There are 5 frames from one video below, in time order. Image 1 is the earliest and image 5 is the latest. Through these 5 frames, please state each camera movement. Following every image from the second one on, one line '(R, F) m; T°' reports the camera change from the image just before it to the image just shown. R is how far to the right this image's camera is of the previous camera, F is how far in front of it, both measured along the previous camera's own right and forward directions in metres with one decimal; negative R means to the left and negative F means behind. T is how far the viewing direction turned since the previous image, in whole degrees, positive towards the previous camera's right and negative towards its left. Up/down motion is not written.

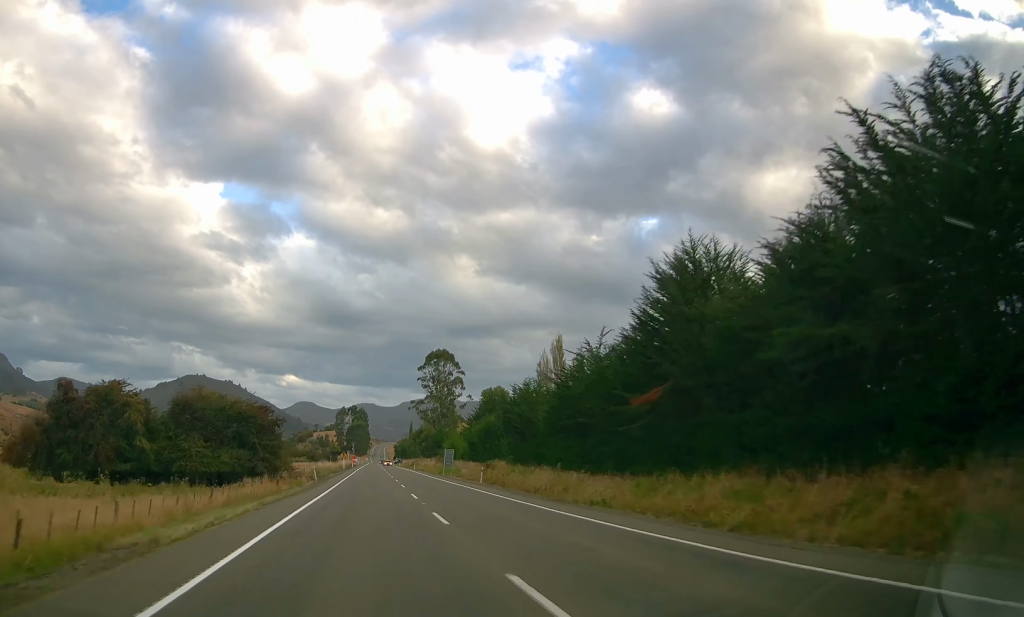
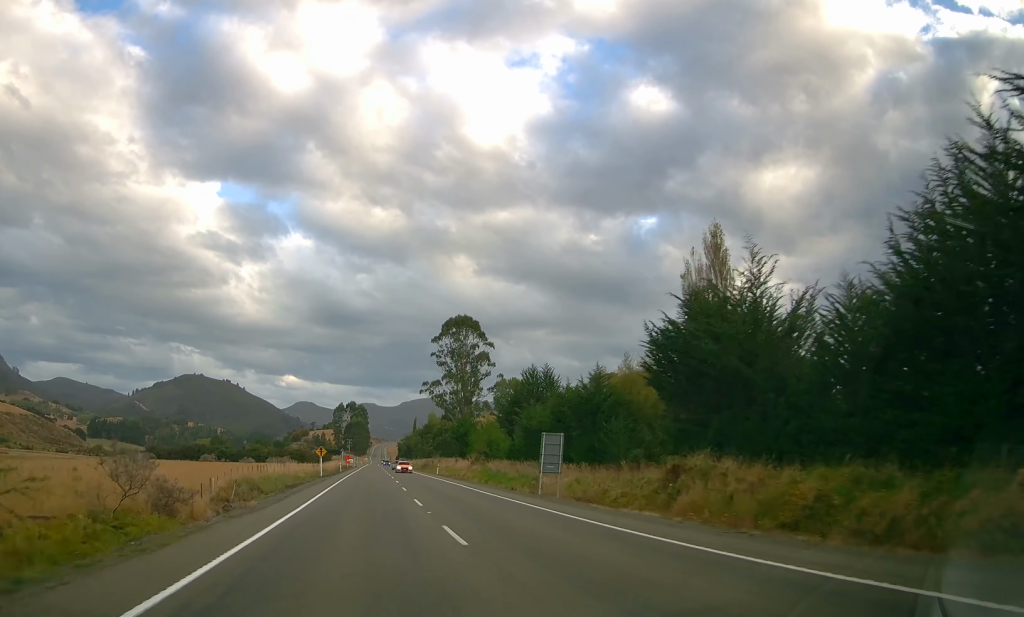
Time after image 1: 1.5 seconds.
(+0.6, +43.5) m; -1°
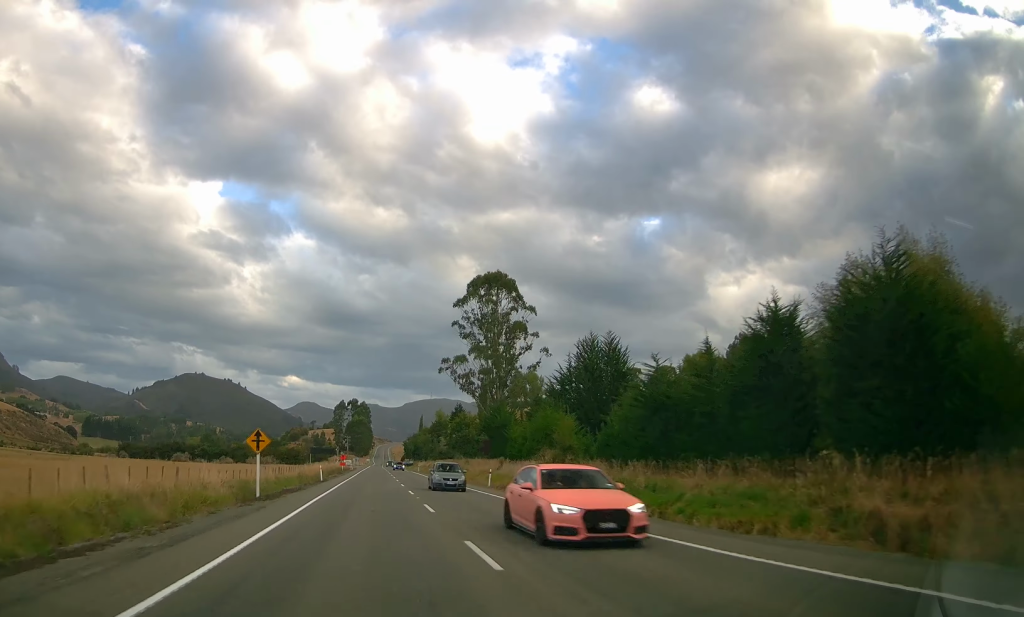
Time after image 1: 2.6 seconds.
(-0.7, +32.9) m; 0°
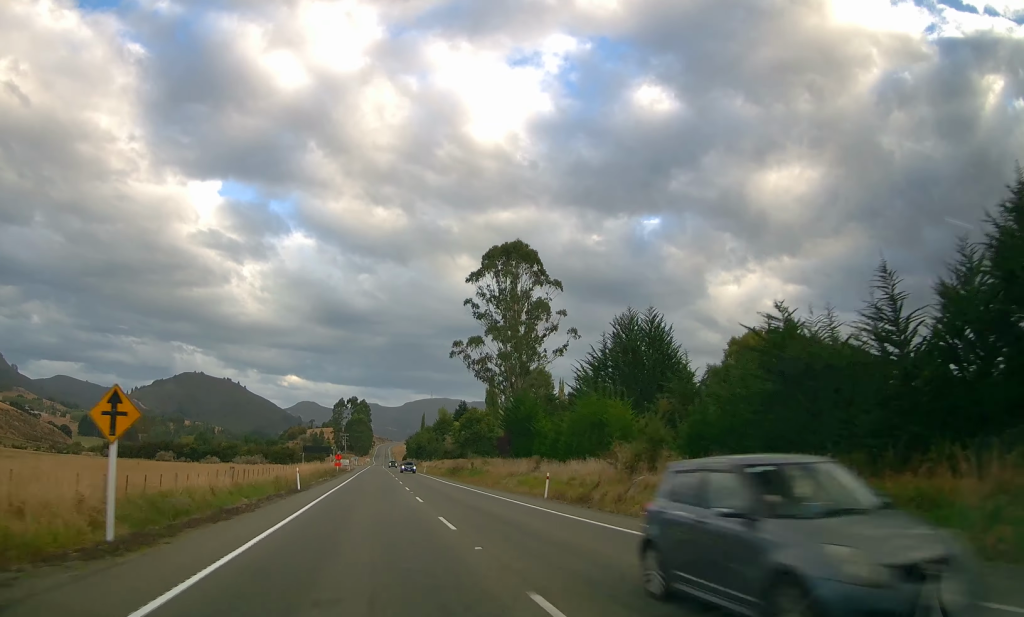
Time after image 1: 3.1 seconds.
(0.0, +14.5) m; +1°
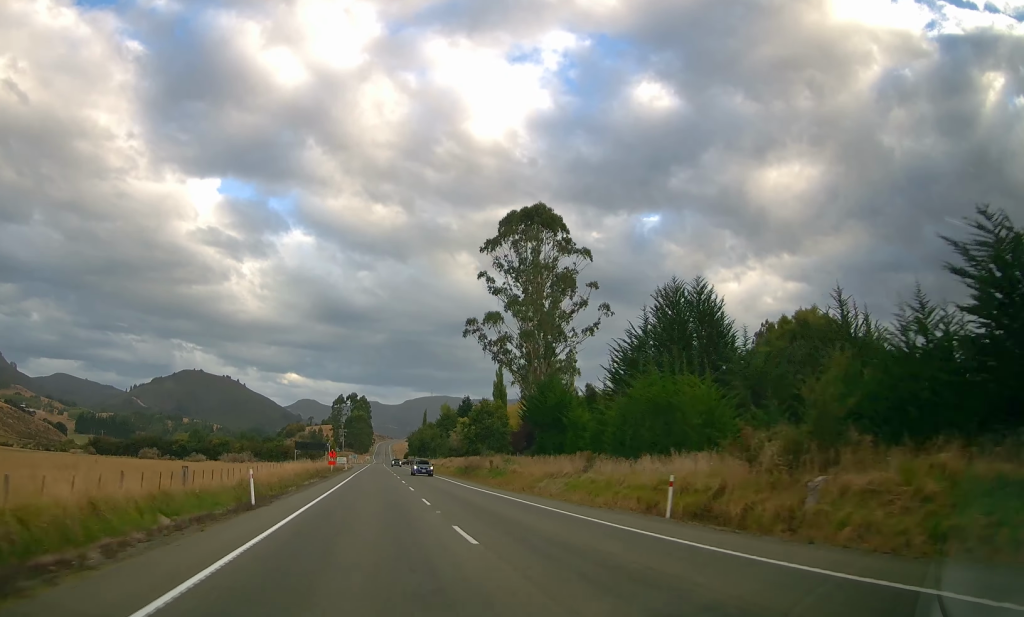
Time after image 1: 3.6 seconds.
(+0.5, +12.6) m; 0°
